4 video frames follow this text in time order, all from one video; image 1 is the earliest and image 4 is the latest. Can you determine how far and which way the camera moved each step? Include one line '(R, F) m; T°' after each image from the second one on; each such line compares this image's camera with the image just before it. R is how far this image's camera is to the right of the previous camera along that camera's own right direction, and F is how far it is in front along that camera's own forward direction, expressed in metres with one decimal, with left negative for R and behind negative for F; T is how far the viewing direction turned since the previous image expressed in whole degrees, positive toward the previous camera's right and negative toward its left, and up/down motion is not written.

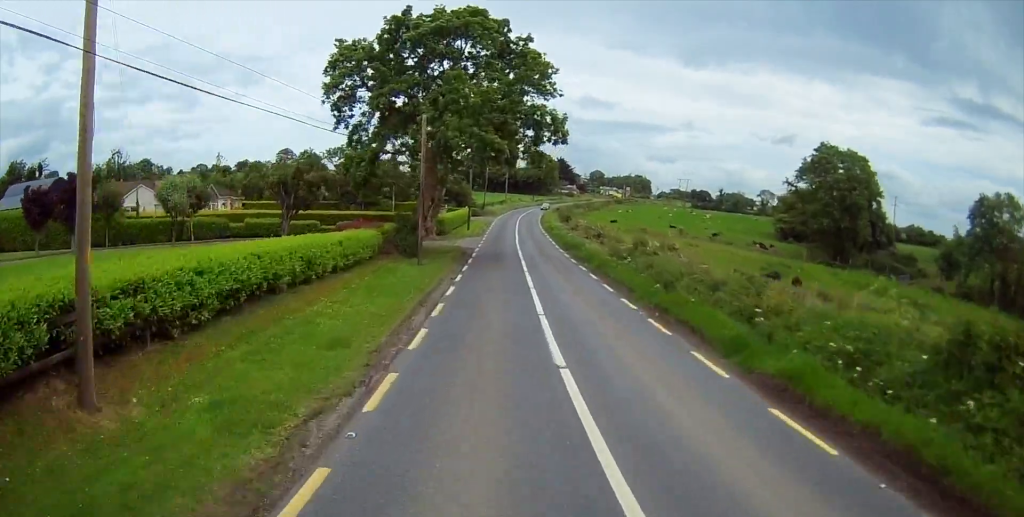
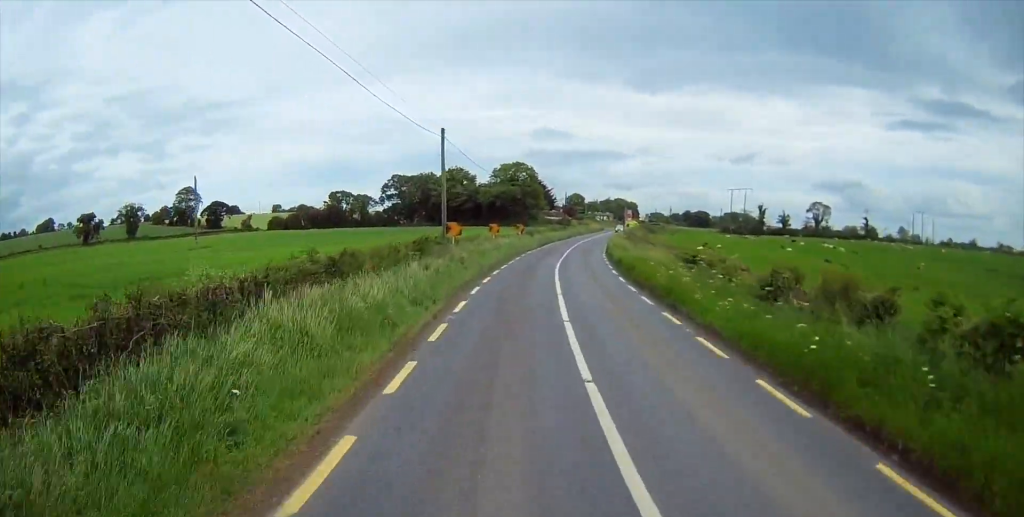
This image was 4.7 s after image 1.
(+2.1, +102.4) m; +4°
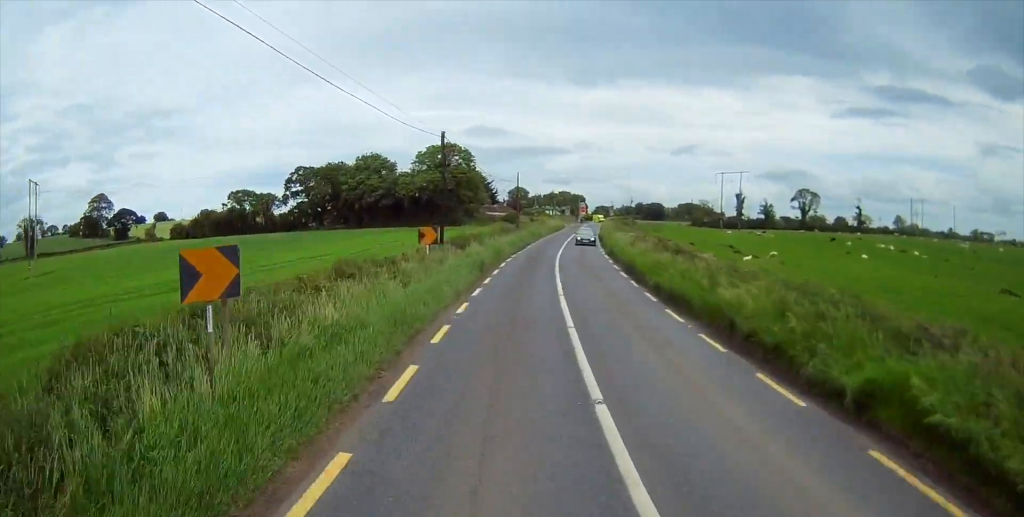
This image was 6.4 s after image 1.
(+1.0, +37.8) m; +4°
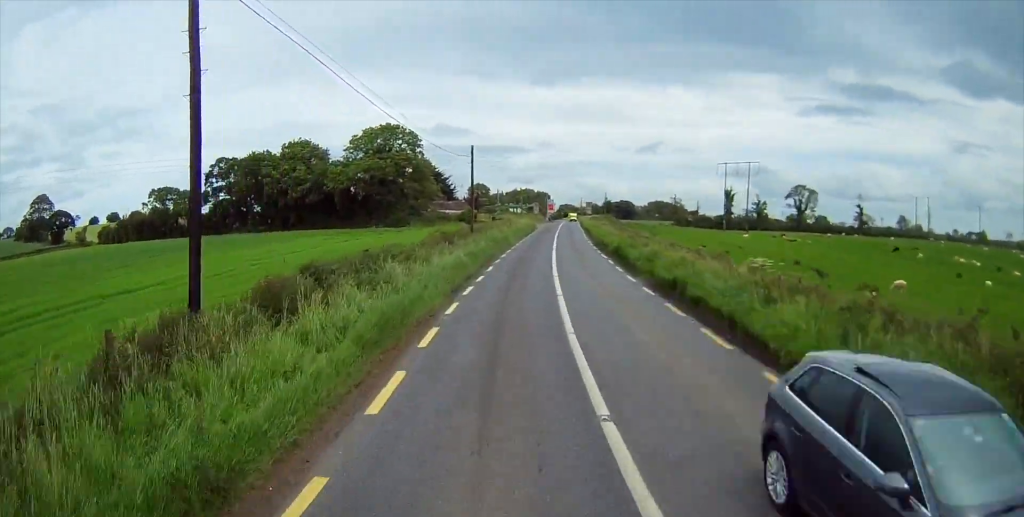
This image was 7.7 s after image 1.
(+0.7, +25.7) m; +4°
